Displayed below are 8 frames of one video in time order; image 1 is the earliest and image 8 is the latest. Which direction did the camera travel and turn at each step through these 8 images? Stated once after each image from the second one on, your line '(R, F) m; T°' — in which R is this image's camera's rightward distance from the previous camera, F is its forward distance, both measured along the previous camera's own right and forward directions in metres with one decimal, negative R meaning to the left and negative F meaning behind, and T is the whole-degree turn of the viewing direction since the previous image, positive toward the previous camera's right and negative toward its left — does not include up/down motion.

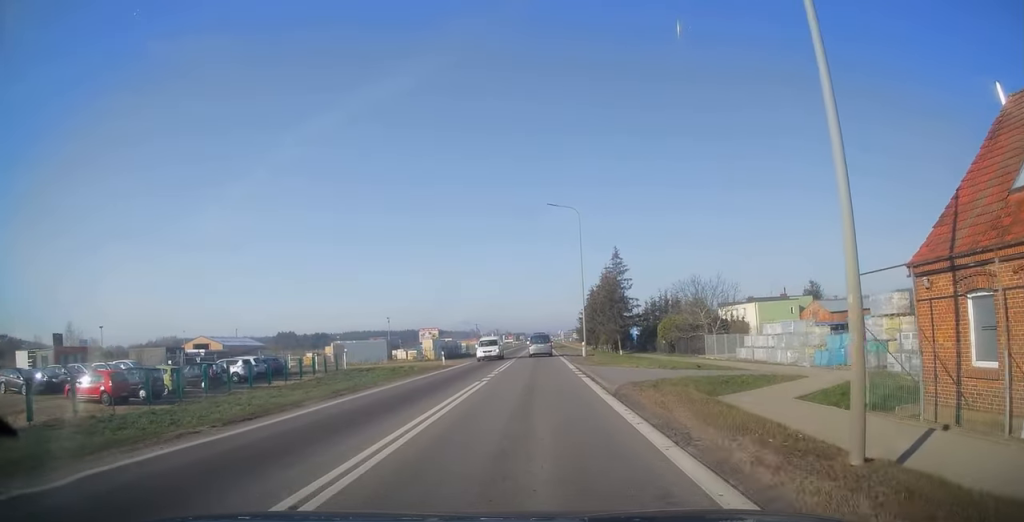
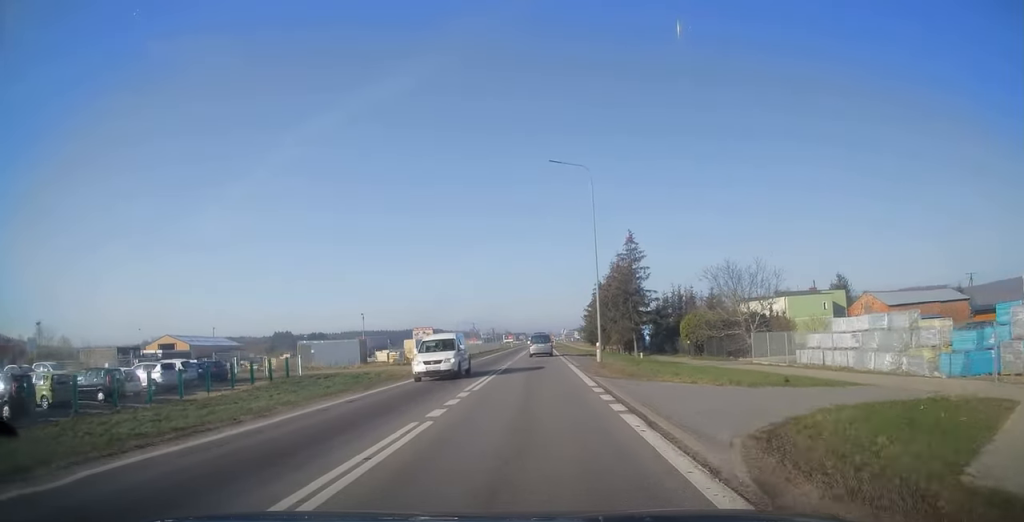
(-0.3, +9.8) m; 0°
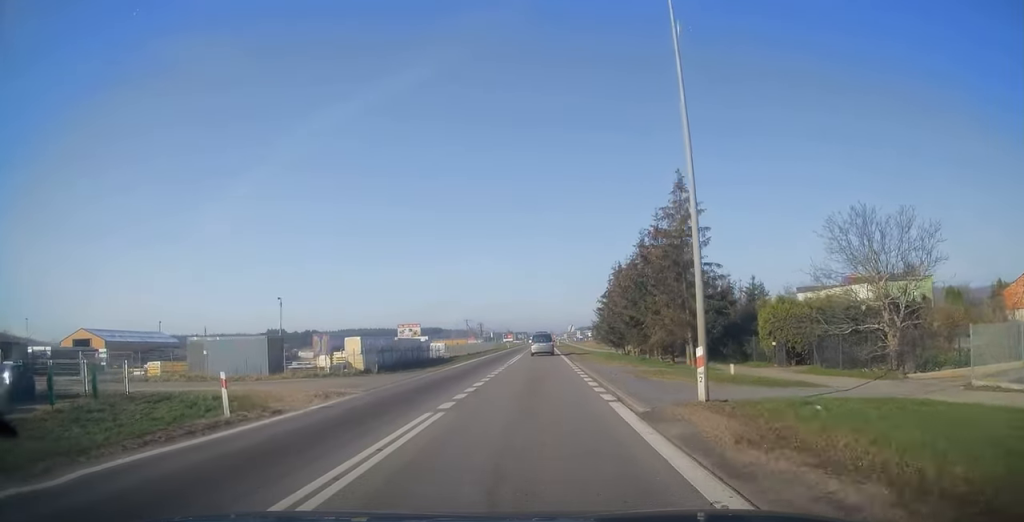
(+0.4, +19.0) m; 0°
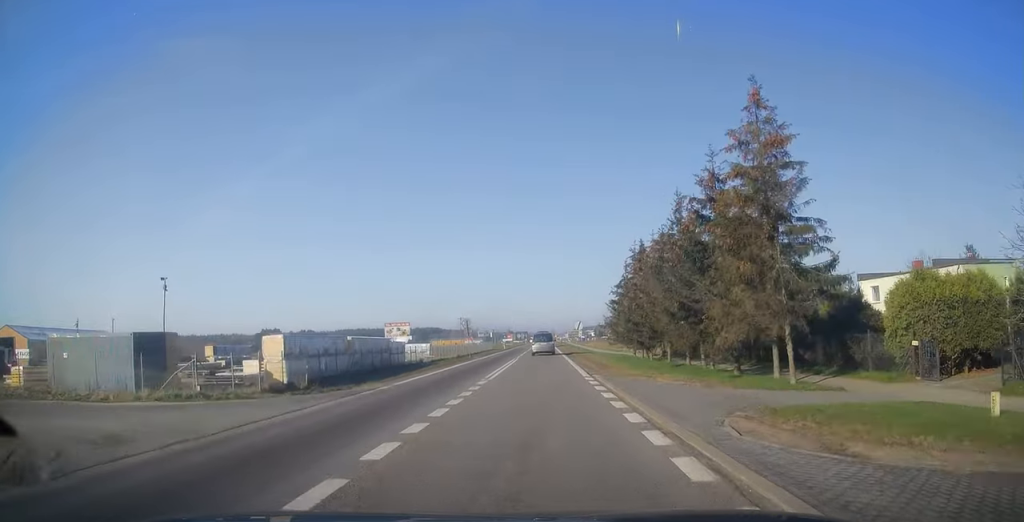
(-0.4, +13.3) m; -1°
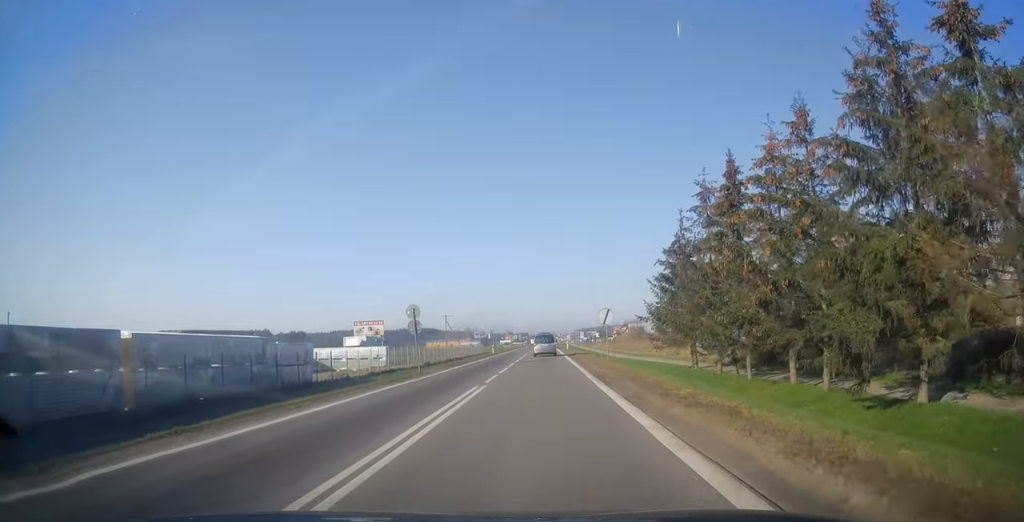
(0.0, +23.4) m; 0°
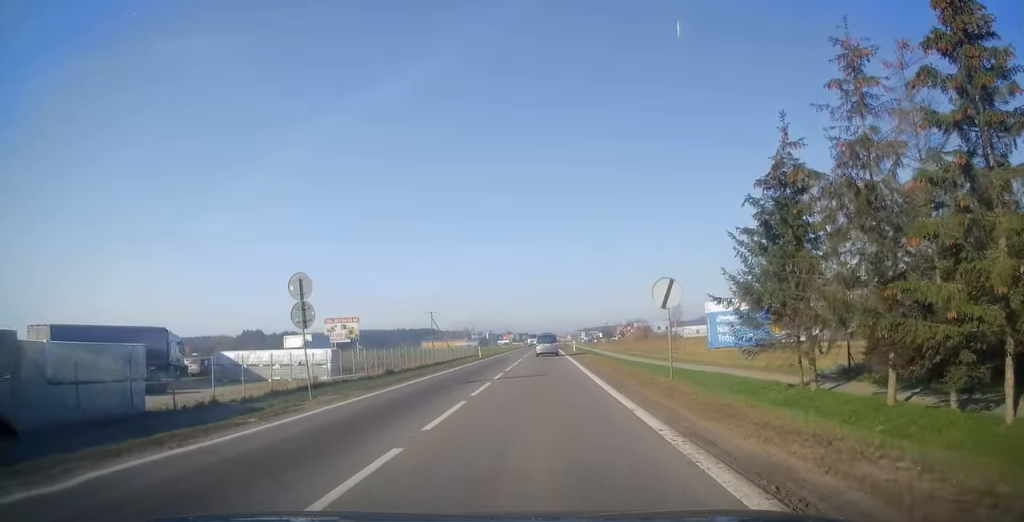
(0.0, +15.8) m; +1°
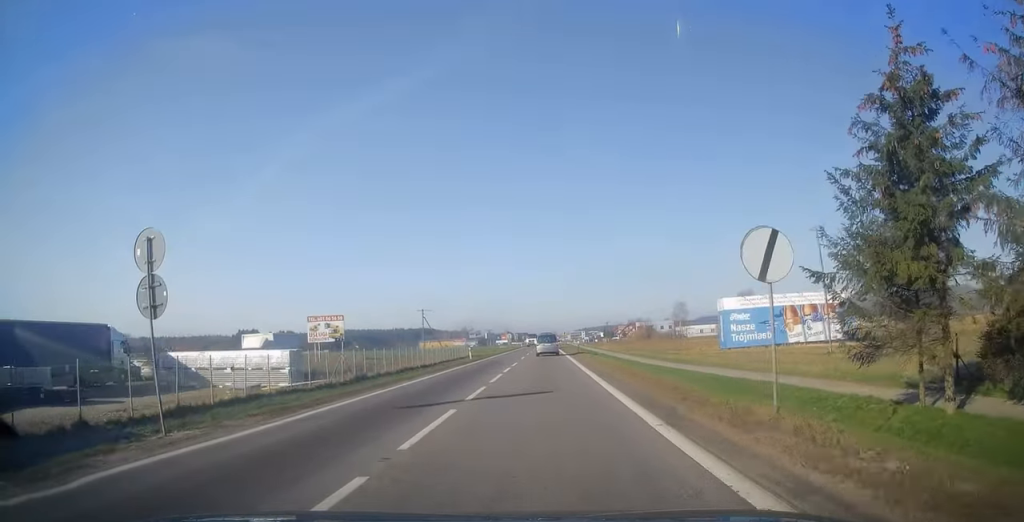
(+0.2, +7.4) m; 0°
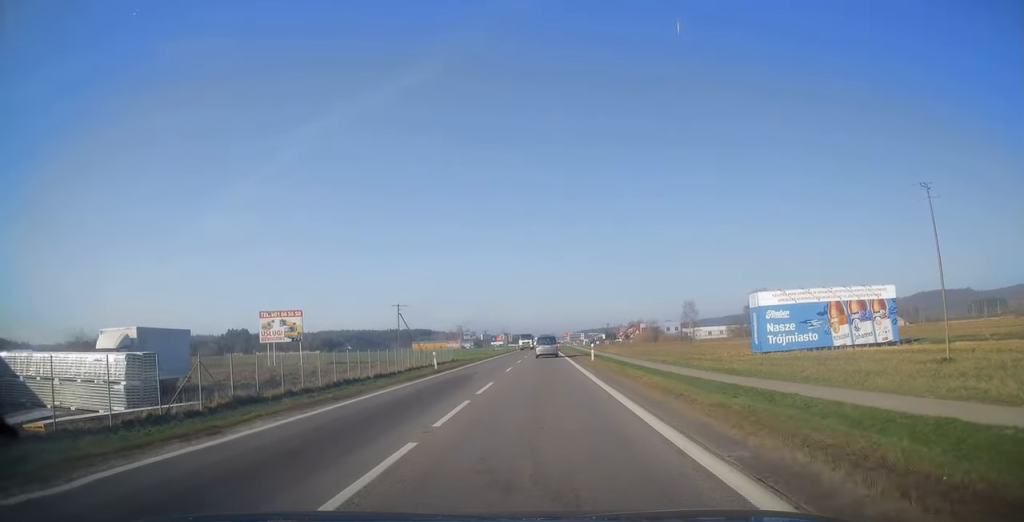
(-0.1, +15.7) m; -1°
